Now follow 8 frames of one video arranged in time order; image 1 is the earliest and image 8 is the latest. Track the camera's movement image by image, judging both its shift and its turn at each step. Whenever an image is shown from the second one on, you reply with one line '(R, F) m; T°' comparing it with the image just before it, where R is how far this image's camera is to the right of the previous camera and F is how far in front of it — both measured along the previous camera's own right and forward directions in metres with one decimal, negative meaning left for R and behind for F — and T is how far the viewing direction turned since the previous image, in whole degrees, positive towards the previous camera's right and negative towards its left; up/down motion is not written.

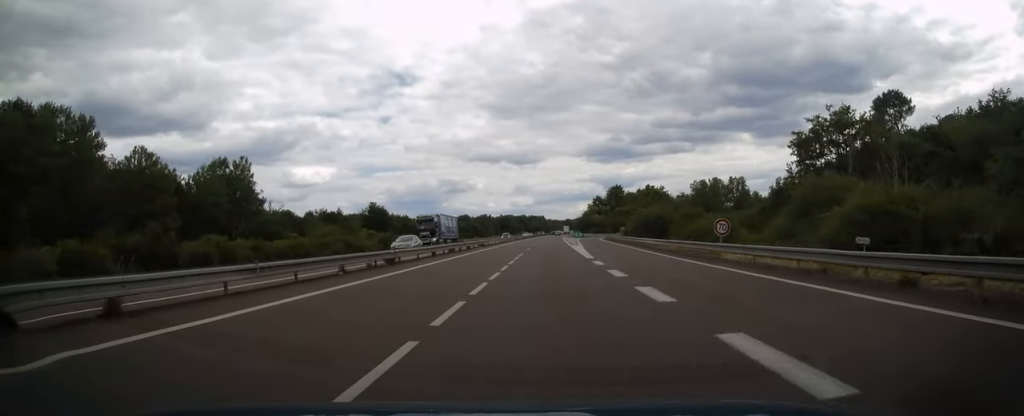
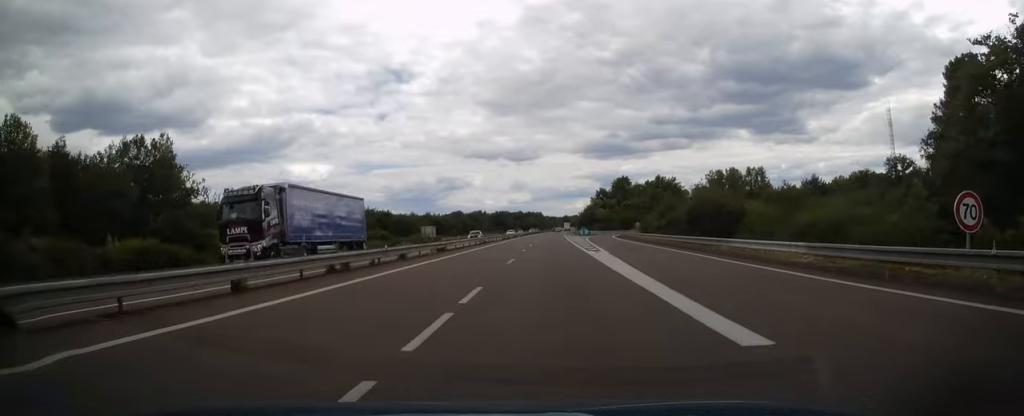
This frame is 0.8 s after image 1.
(-0.1, +23.7) m; 0°
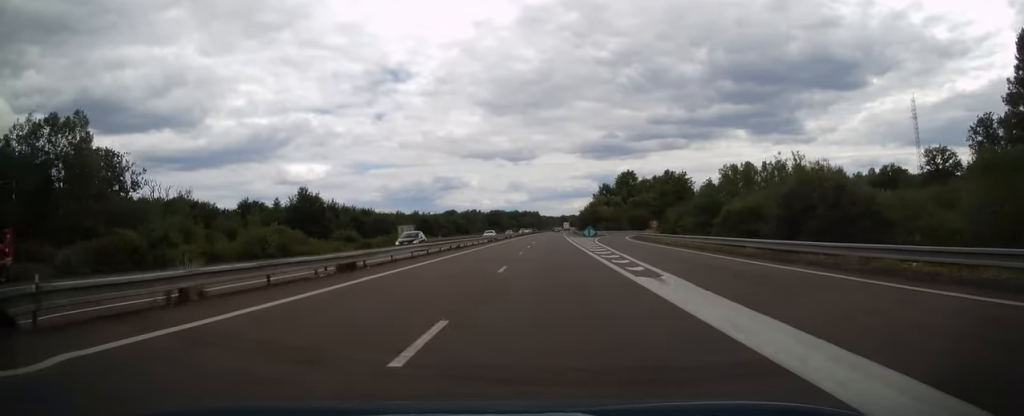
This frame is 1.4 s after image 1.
(+0.1, +18.0) m; 0°
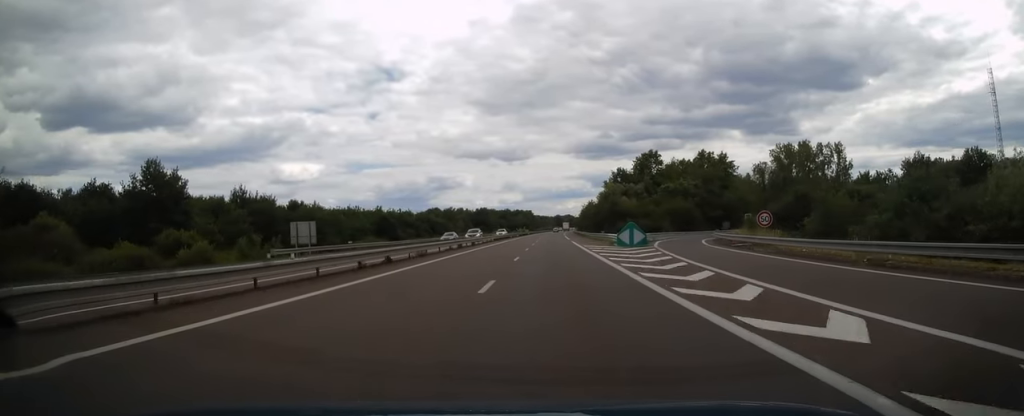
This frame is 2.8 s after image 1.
(+0.2, +44.8) m; +1°
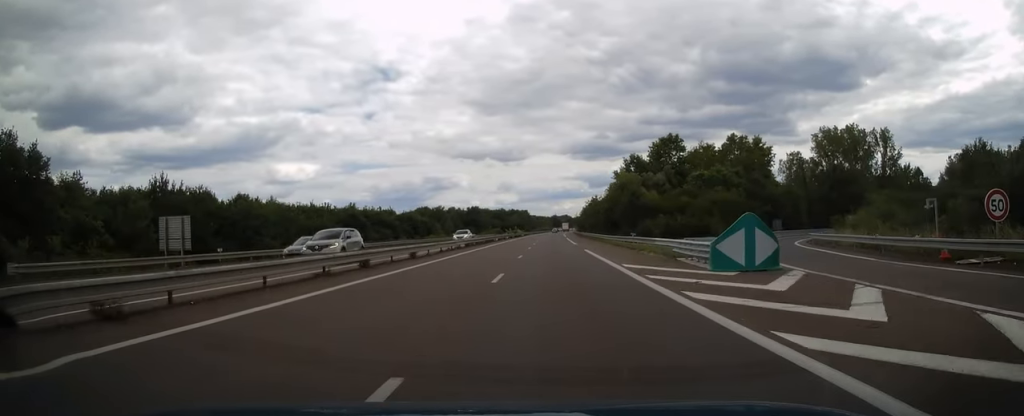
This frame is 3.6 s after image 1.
(+0.2, +23.6) m; 0°
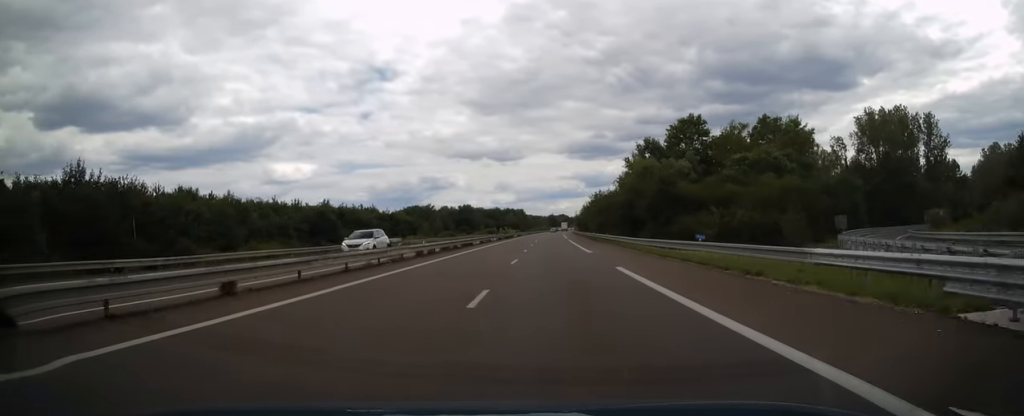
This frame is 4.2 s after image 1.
(+0.1, +17.9) m; 0°
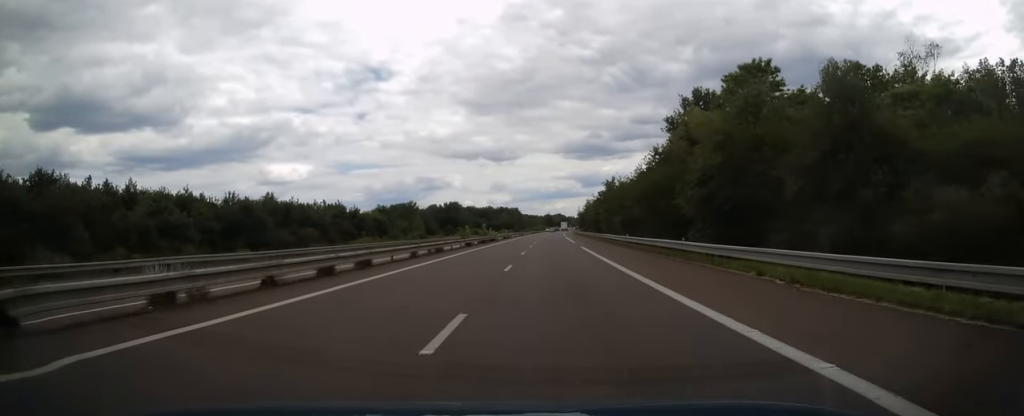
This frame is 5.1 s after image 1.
(+0.1, +30.1) m; 0°
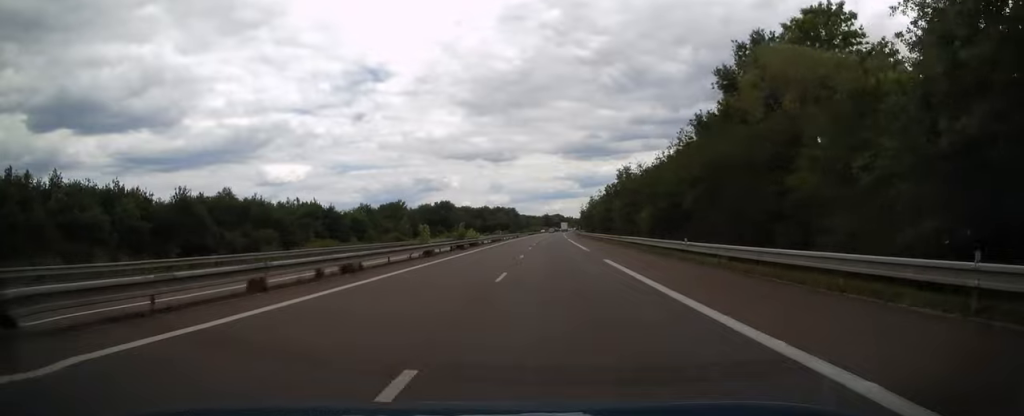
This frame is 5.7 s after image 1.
(0.0, +16.8) m; 0°
